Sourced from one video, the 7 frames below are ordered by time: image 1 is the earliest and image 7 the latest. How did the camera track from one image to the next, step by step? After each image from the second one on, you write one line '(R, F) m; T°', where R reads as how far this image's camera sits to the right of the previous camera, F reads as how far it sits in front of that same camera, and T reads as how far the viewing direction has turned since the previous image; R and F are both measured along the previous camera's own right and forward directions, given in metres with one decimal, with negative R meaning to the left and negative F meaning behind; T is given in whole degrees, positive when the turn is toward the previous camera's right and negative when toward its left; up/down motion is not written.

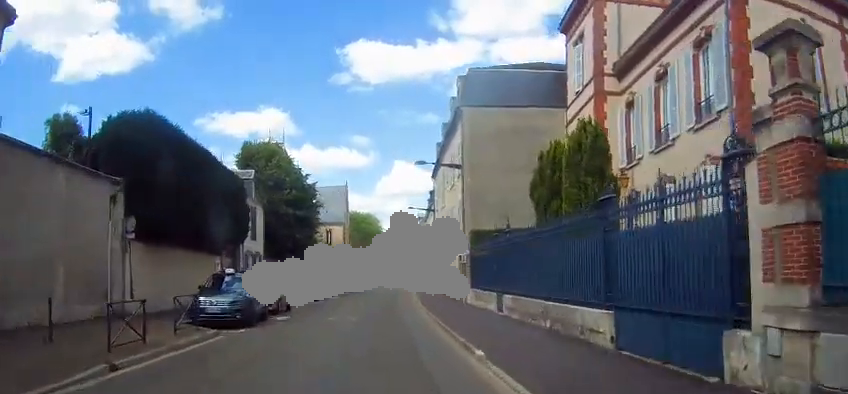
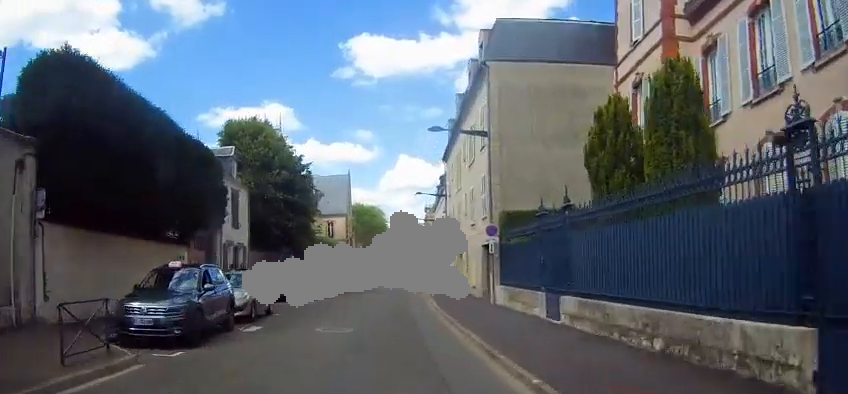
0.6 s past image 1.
(0.0, +5.3) m; 0°
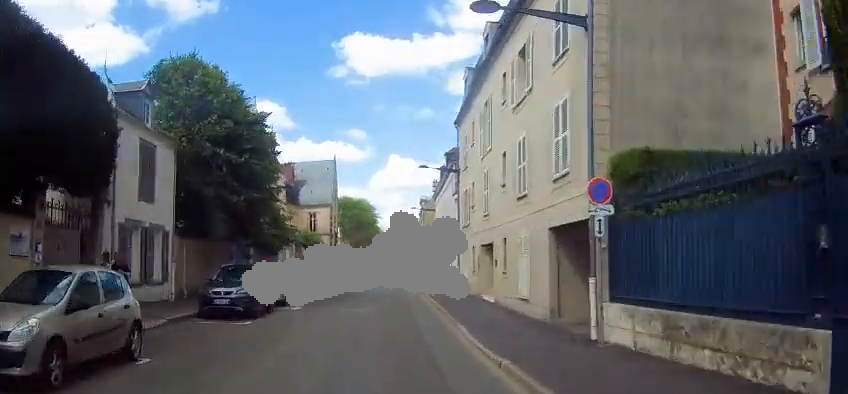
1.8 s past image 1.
(0.0, +10.2) m; 0°
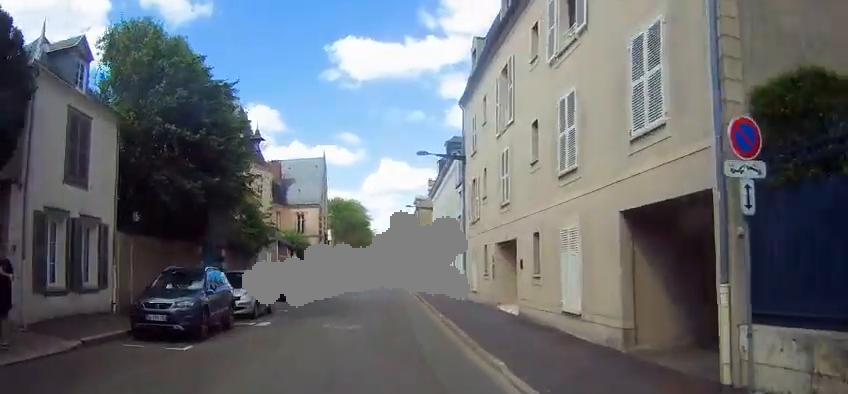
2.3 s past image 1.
(0.0, +4.4) m; 0°
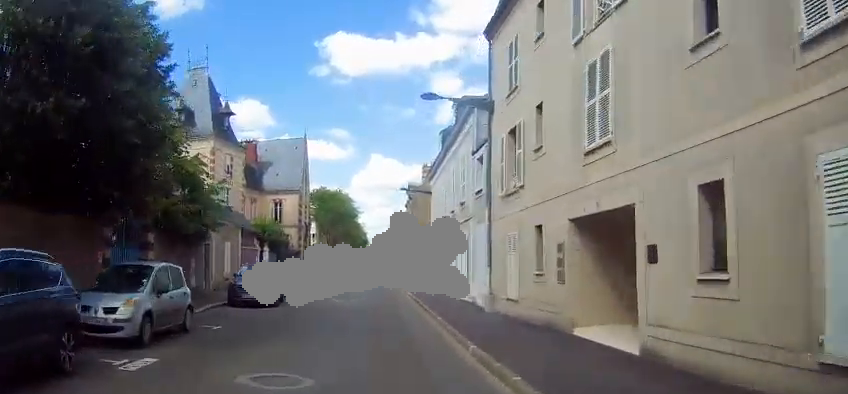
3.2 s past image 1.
(0.0, +8.1) m; +2°
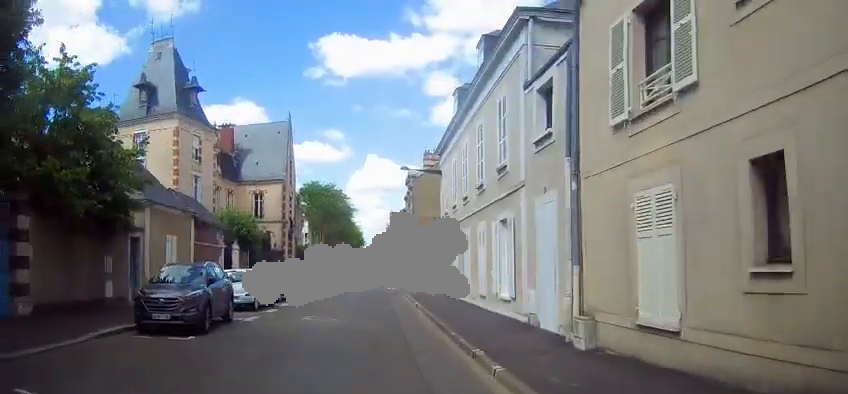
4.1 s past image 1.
(+0.2, +8.2) m; +2°
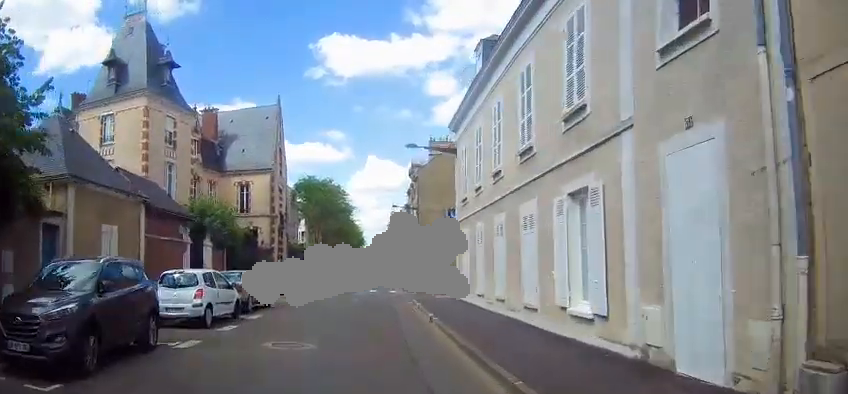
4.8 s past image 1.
(+0.1, +5.8) m; +1°
